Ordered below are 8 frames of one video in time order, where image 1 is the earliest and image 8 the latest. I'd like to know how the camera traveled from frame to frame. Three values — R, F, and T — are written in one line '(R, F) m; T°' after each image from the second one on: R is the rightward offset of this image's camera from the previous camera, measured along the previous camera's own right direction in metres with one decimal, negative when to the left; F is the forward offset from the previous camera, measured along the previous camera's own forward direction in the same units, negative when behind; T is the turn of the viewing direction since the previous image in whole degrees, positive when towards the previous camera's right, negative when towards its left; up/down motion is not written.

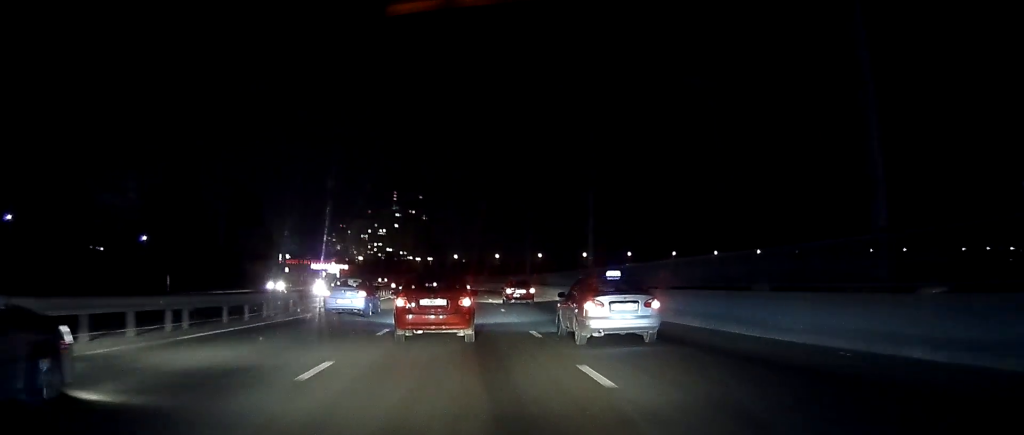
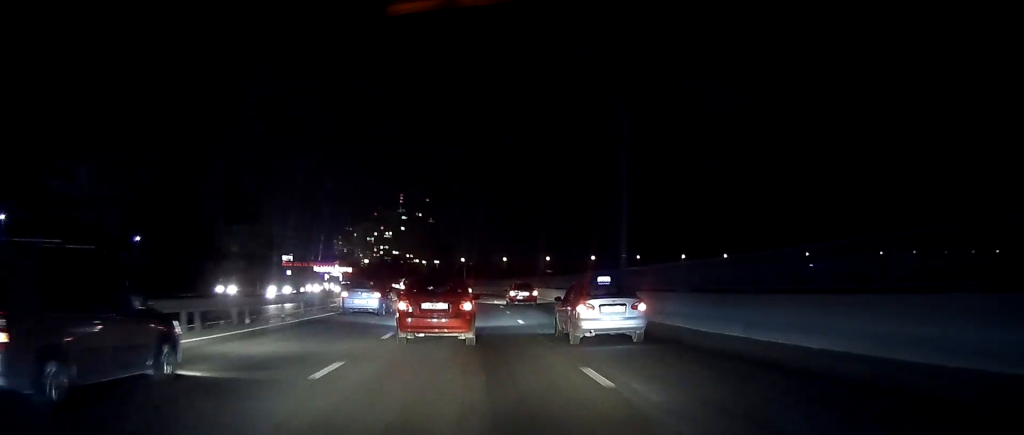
(0.0, +7.4) m; 0°
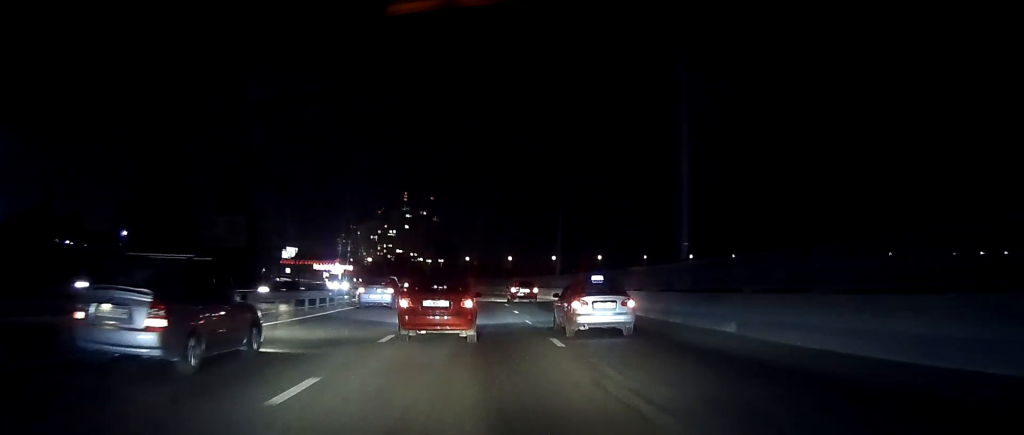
(0.0, +9.4) m; -1°
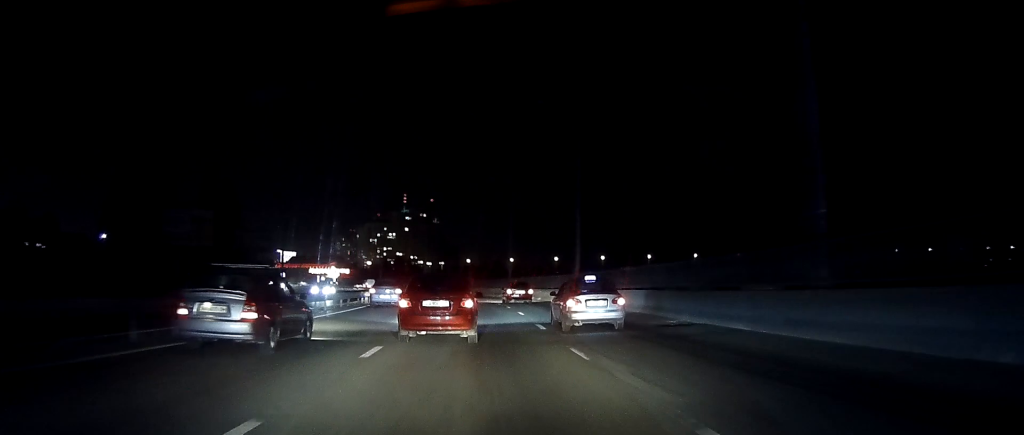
(-0.1, +10.6) m; 0°
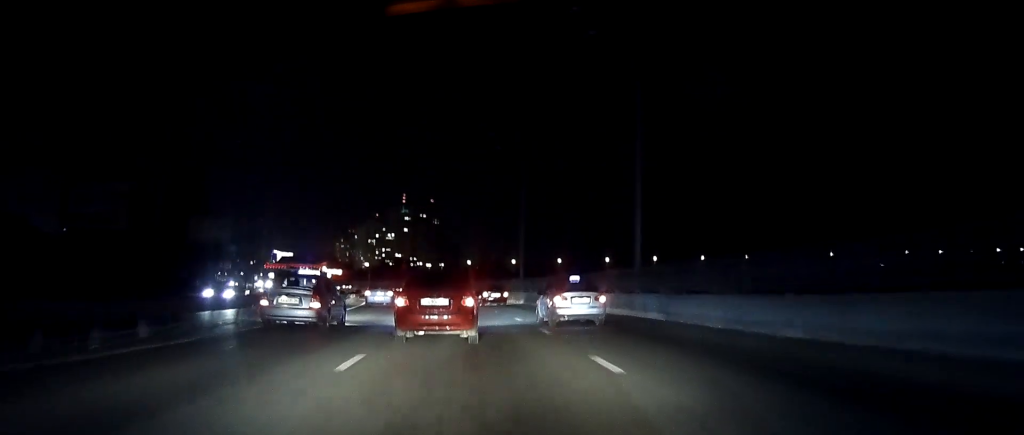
(0.0, +17.6) m; 0°
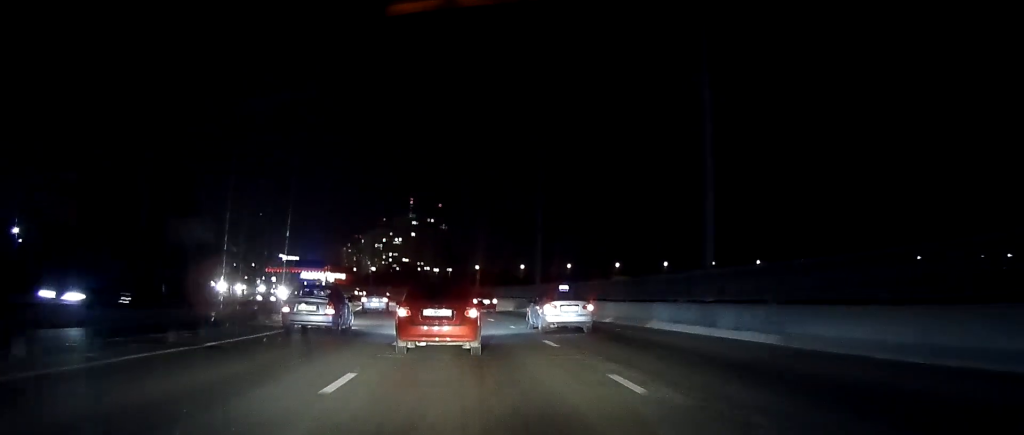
(0.0, +8.7) m; 0°
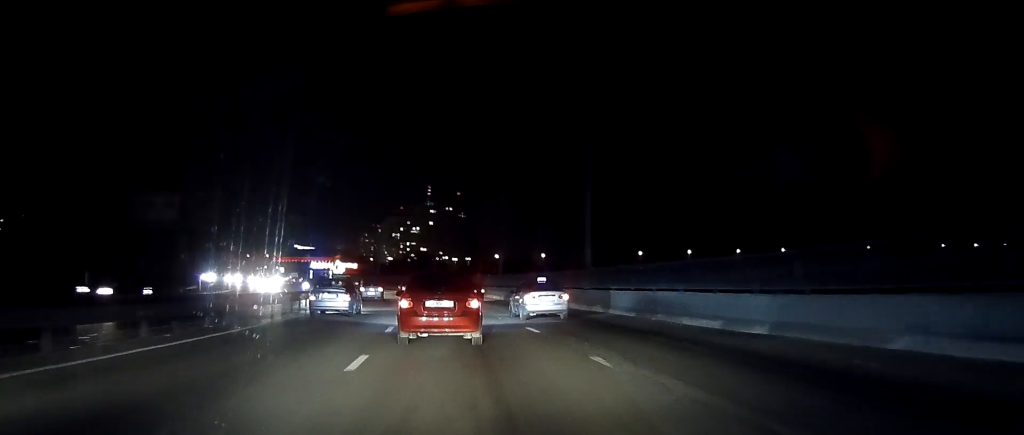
(-0.2, +14.6) m; -2°
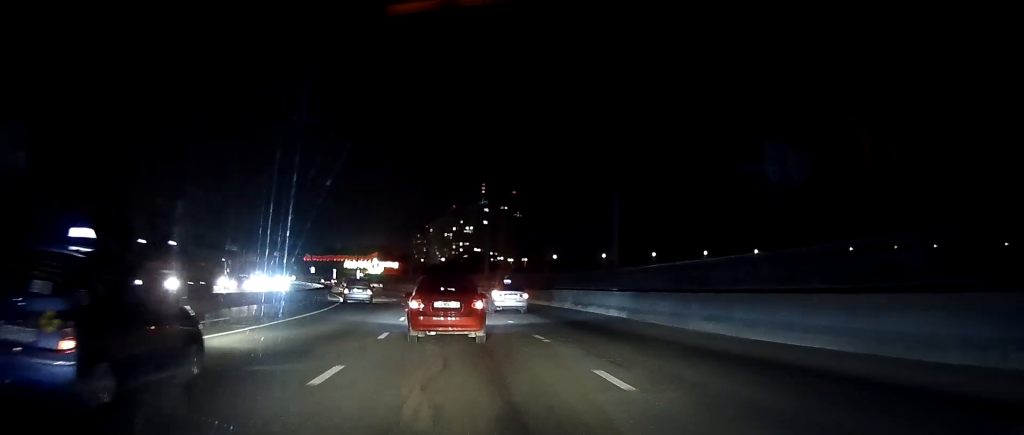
(-1.3, +32.1) m; -4°
